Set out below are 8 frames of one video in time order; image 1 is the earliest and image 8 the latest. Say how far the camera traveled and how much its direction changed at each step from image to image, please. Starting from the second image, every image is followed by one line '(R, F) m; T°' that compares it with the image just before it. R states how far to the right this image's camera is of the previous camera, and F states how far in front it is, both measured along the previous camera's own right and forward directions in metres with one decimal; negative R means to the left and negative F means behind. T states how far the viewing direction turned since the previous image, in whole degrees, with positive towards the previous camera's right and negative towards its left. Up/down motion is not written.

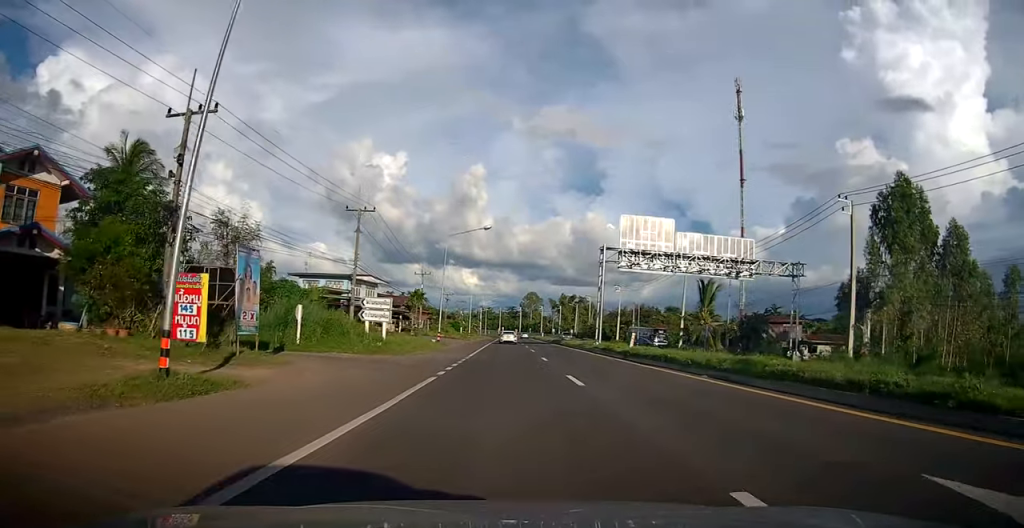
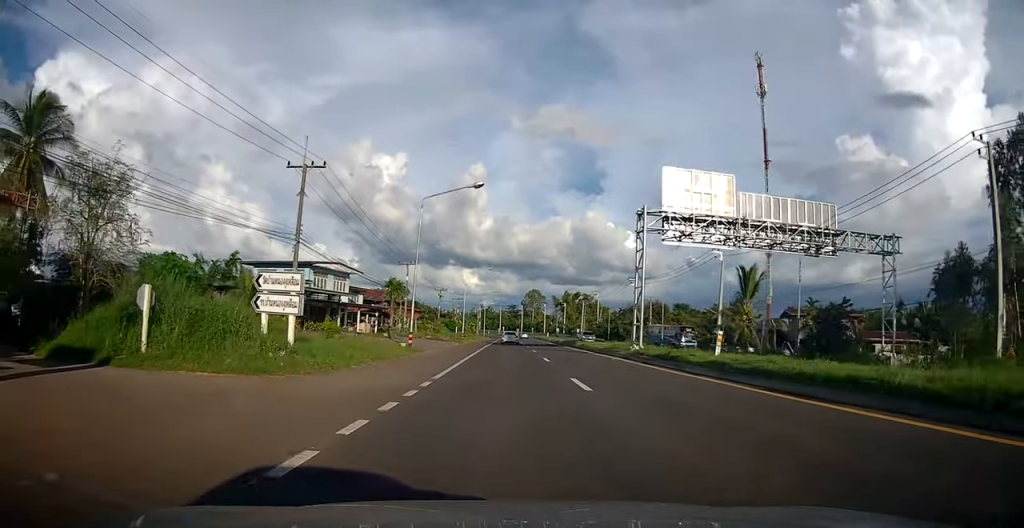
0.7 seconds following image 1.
(0.0, +13.1) m; 0°
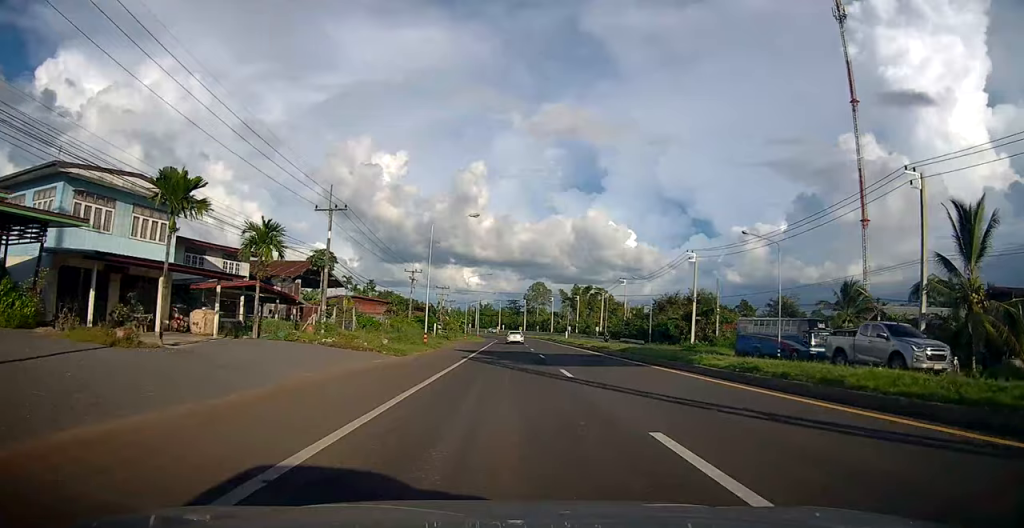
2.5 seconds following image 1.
(+0.1, +32.4) m; +1°
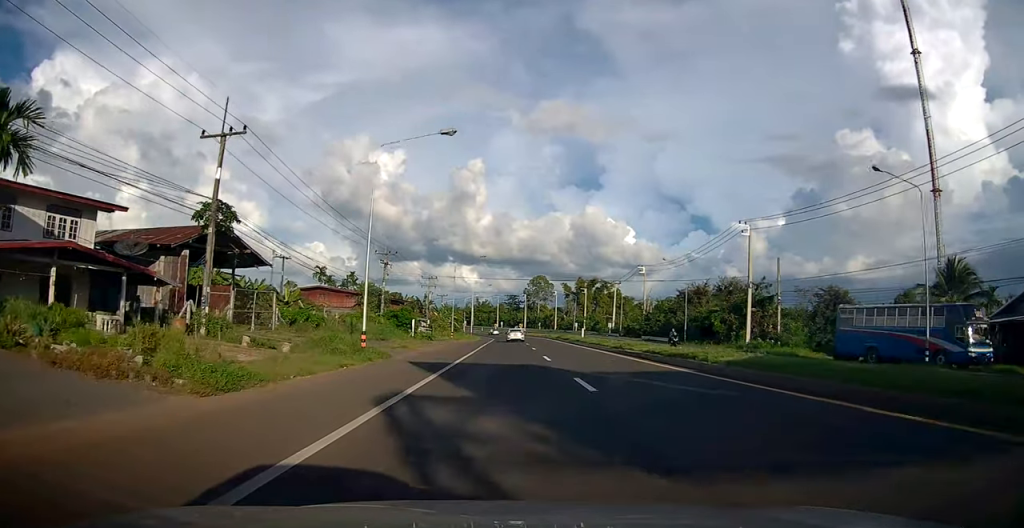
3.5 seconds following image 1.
(+0.1, +16.4) m; 0°
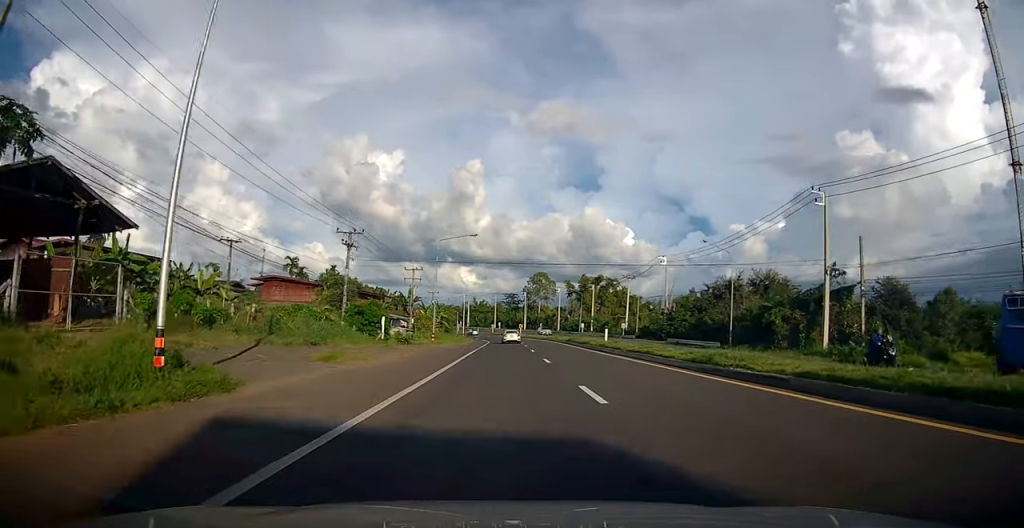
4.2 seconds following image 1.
(-0.1, +13.7) m; 0°
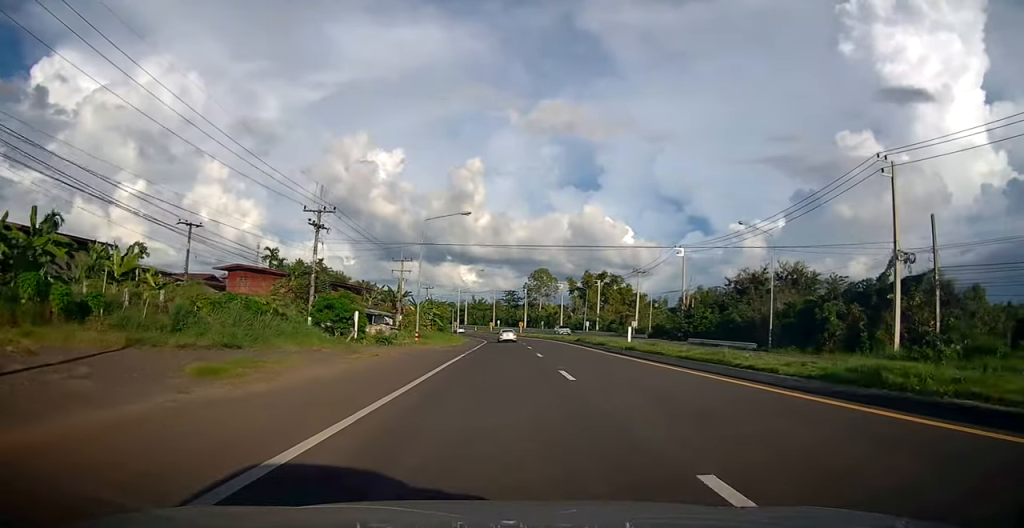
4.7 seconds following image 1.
(0.0, +8.0) m; 0°
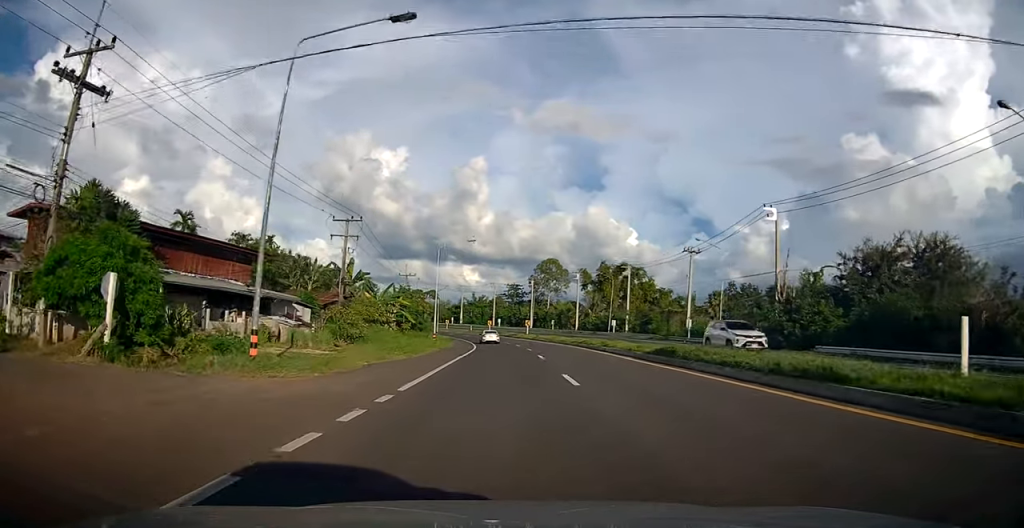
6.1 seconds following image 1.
(0.0, +25.1) m; -1°
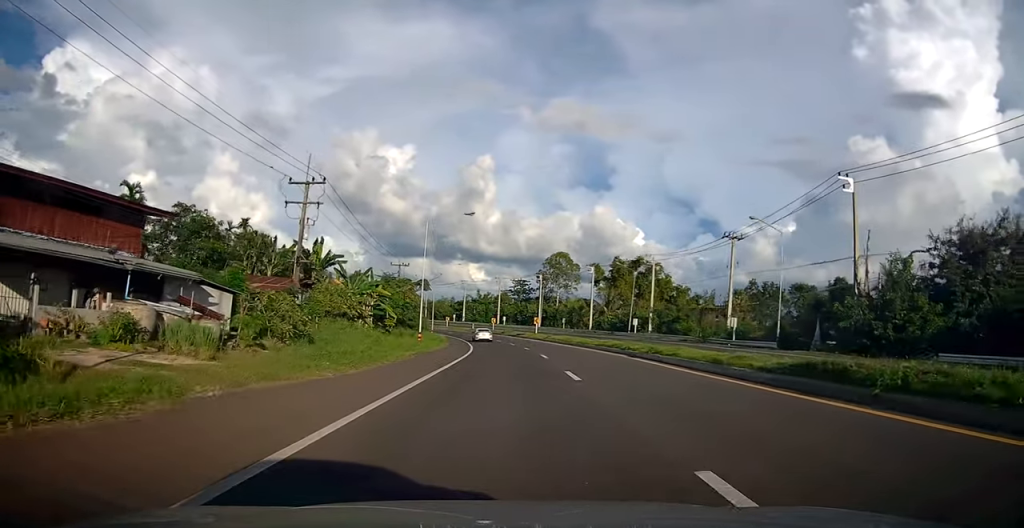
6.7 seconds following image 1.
(-0.1, +10.8) m; -1°
